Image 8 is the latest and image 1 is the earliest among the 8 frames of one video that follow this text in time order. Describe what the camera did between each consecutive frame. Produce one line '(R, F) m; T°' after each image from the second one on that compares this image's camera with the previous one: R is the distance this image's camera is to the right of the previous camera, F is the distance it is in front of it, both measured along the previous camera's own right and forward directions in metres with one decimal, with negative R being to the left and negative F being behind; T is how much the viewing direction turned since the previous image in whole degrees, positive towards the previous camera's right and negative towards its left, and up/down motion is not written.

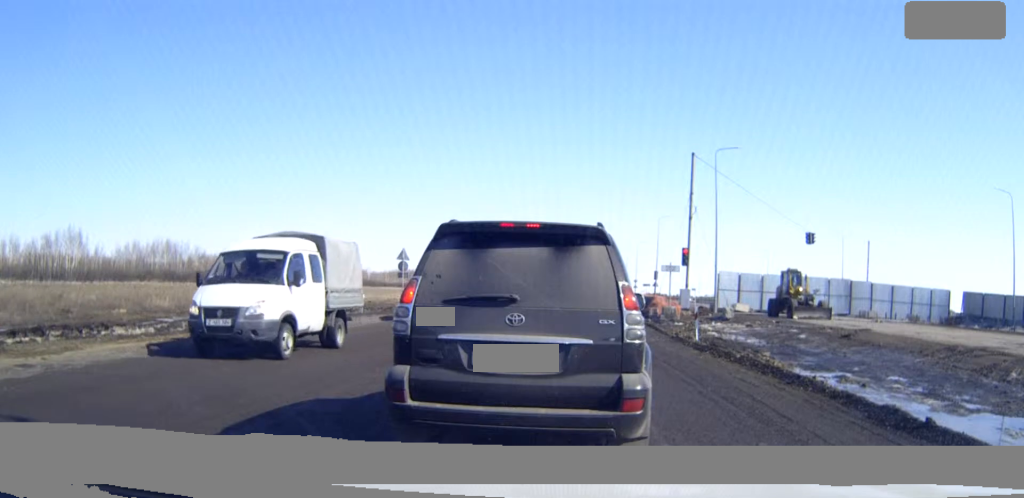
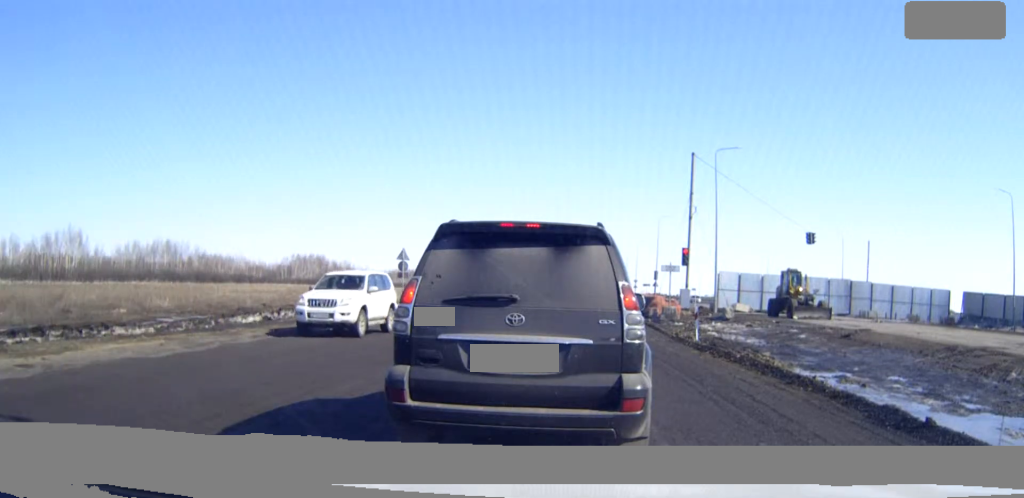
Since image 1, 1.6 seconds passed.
(0.0, 0.0) m; 0°
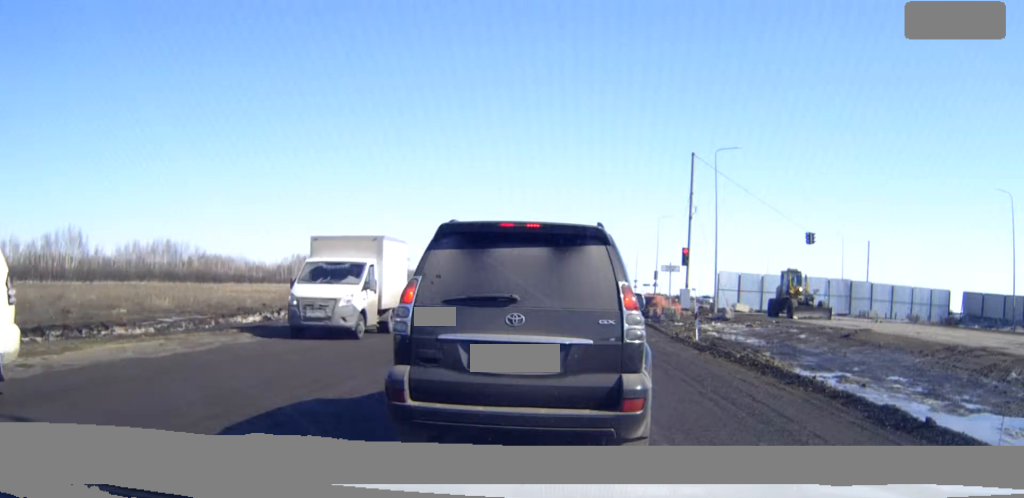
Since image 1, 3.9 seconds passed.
(0.0, 0.0) m; 0°
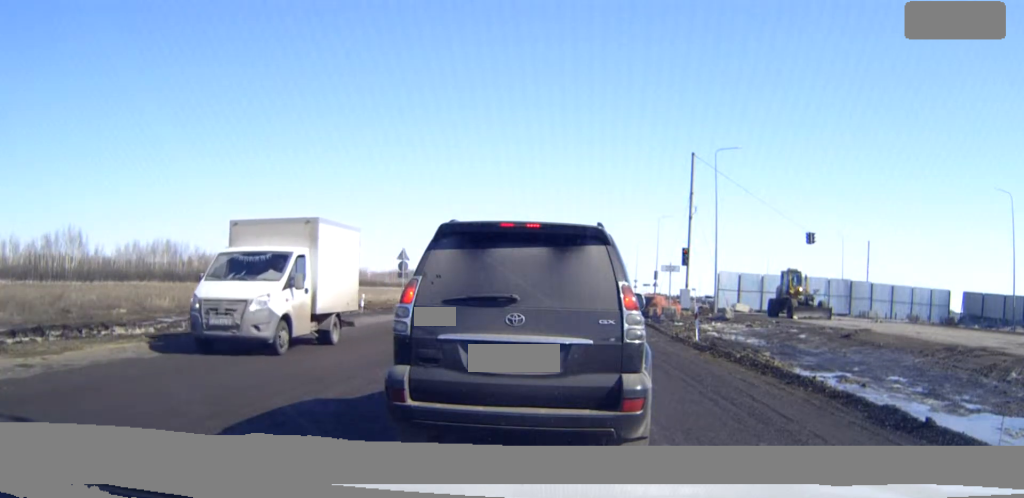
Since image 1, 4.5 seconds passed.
(0.0, 0.0) m; 0°
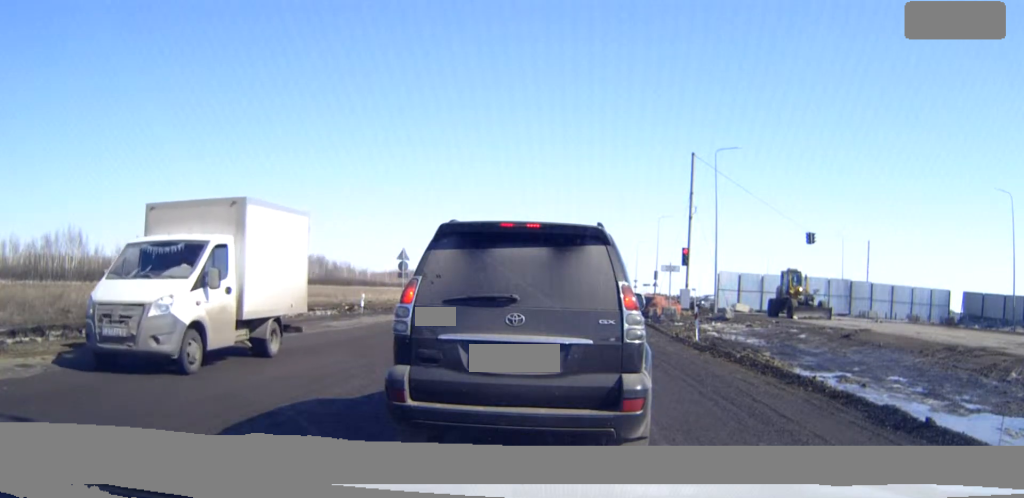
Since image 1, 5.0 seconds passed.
(0.0, 0.0) m; 0°
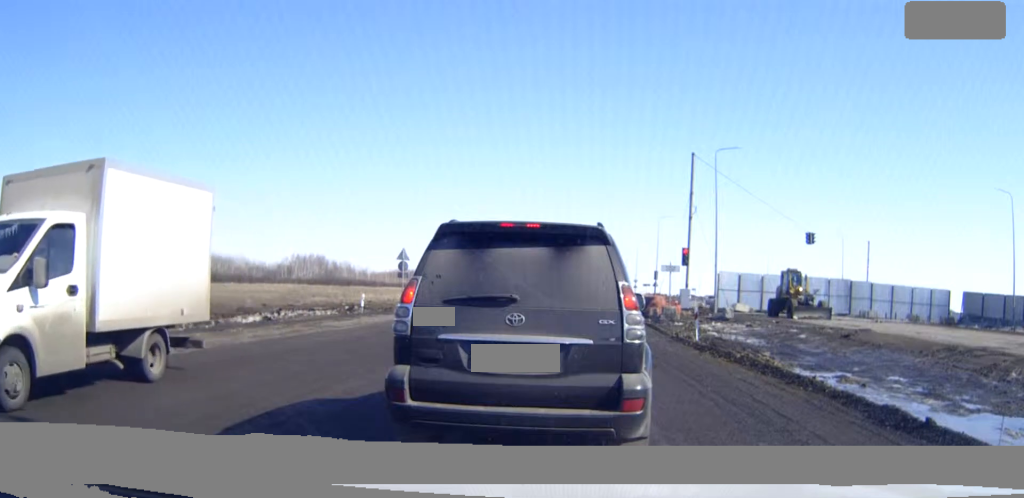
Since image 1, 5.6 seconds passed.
(0.0, 0.0) m; 0°
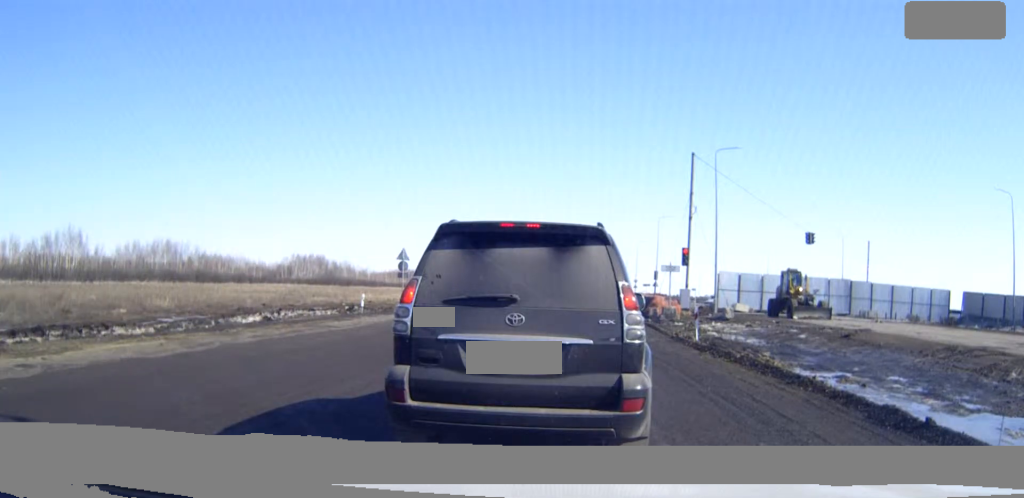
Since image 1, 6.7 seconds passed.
(0.0, 0.0) m; 0°
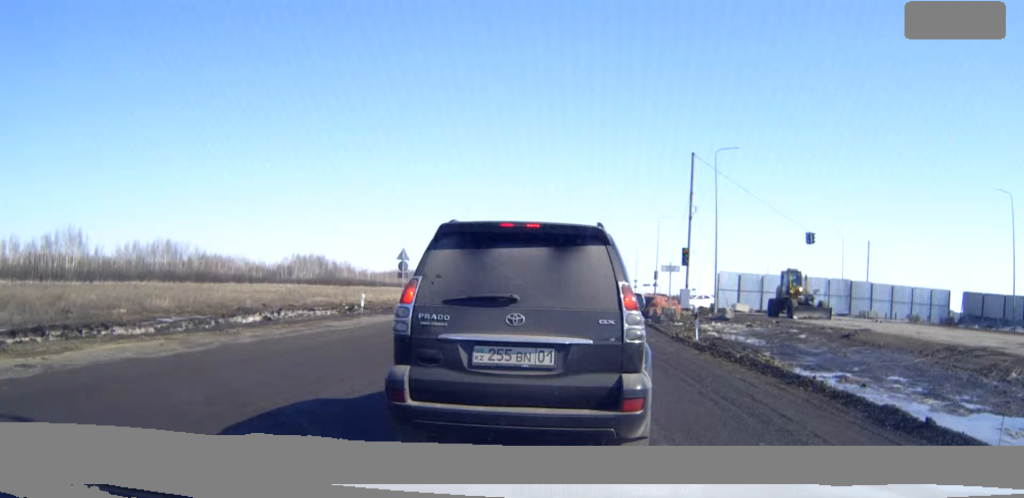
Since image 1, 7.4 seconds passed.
(0.0, 0.0) m; 0°
